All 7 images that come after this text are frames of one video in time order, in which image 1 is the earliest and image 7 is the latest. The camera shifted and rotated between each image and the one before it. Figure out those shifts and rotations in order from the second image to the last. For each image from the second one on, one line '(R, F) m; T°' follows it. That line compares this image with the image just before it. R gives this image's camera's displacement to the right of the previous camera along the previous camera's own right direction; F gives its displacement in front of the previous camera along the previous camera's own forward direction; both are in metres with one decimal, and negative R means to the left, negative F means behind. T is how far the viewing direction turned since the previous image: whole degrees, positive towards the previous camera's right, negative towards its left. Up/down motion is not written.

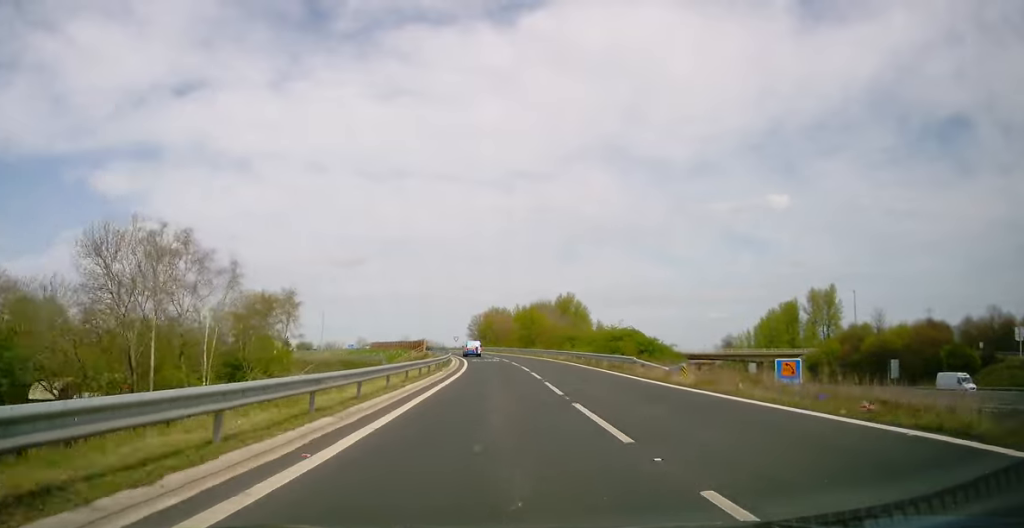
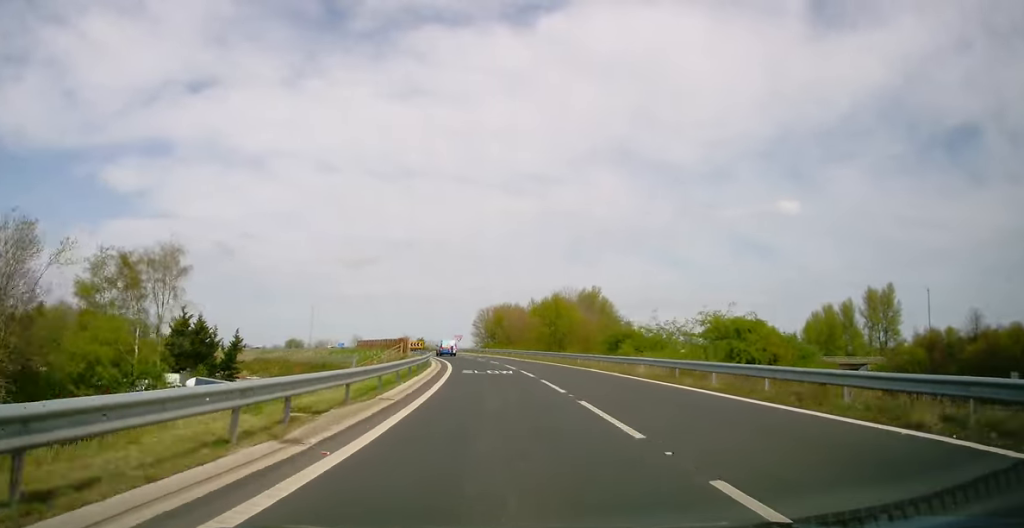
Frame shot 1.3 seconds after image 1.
(-0.1, +27.6) m; -1°
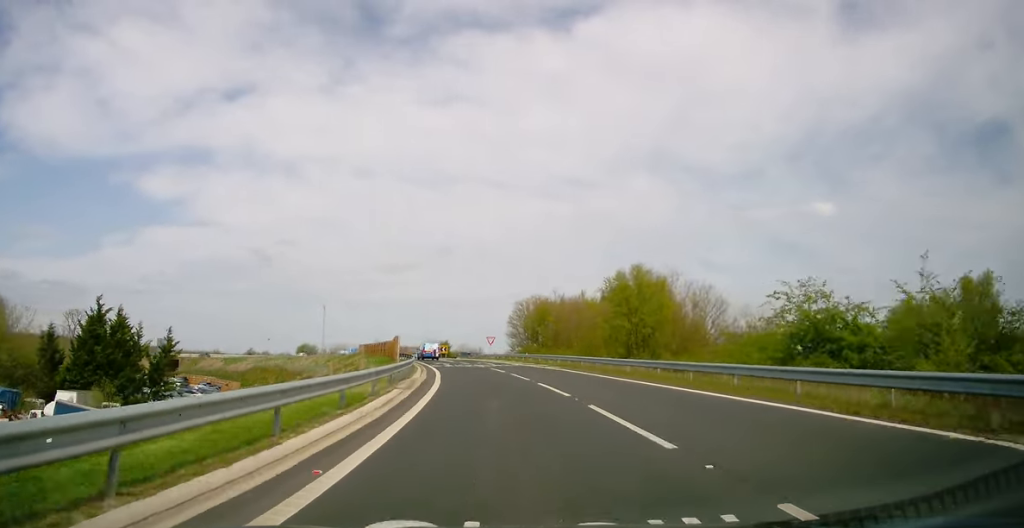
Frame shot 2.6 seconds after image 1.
(-0.9, +28.7) m; -4°
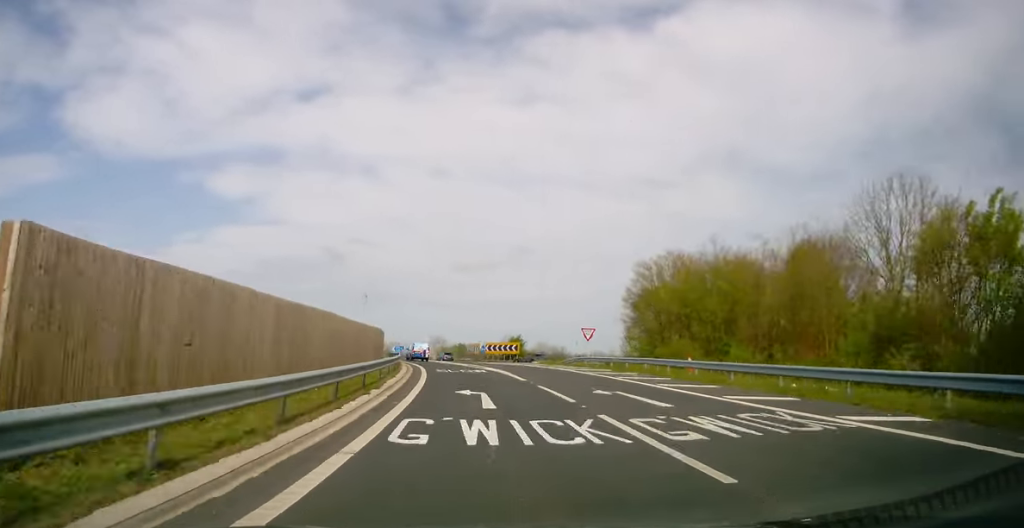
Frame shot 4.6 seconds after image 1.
(-2.6, +38.9) m; -7°
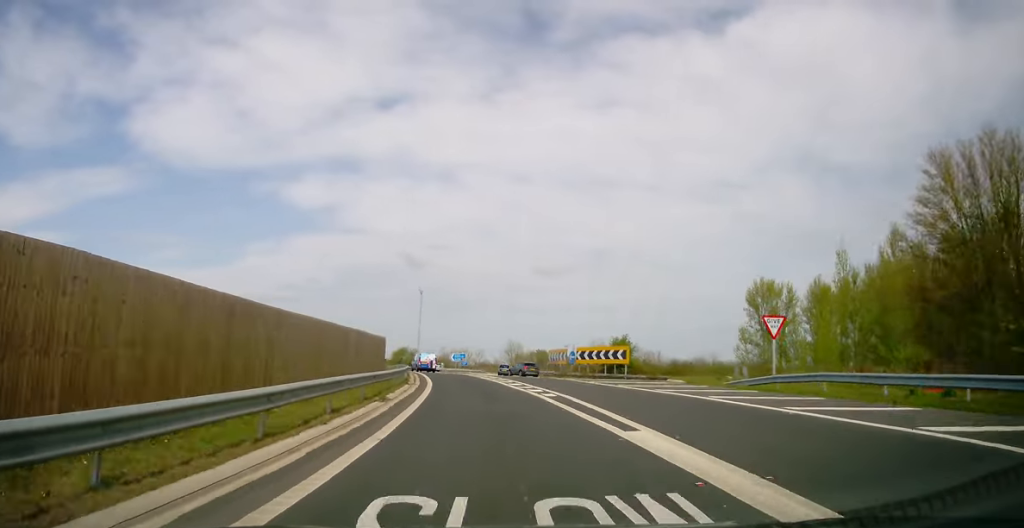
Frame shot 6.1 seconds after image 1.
(-1.1, +29.3) m; -6°
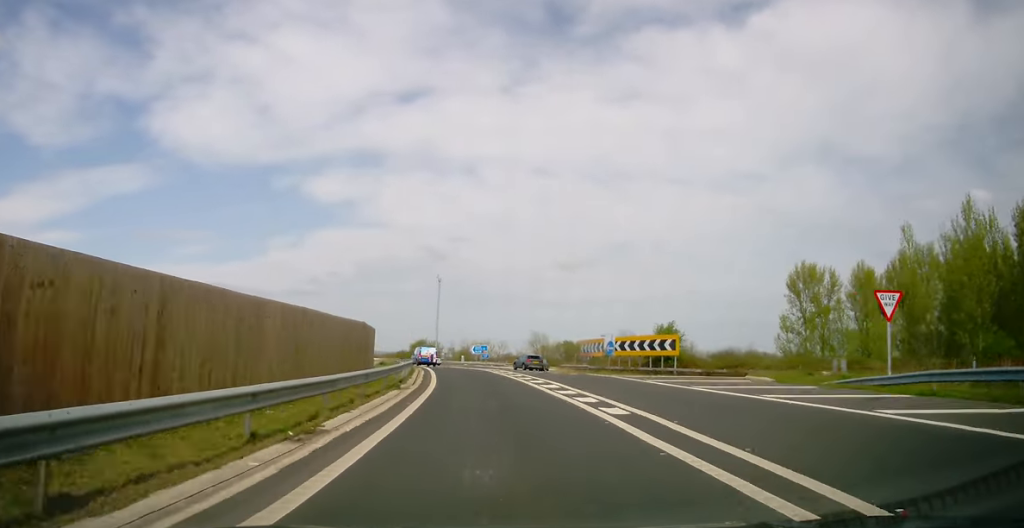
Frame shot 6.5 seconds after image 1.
(-0.5, +9.2) m; -2°
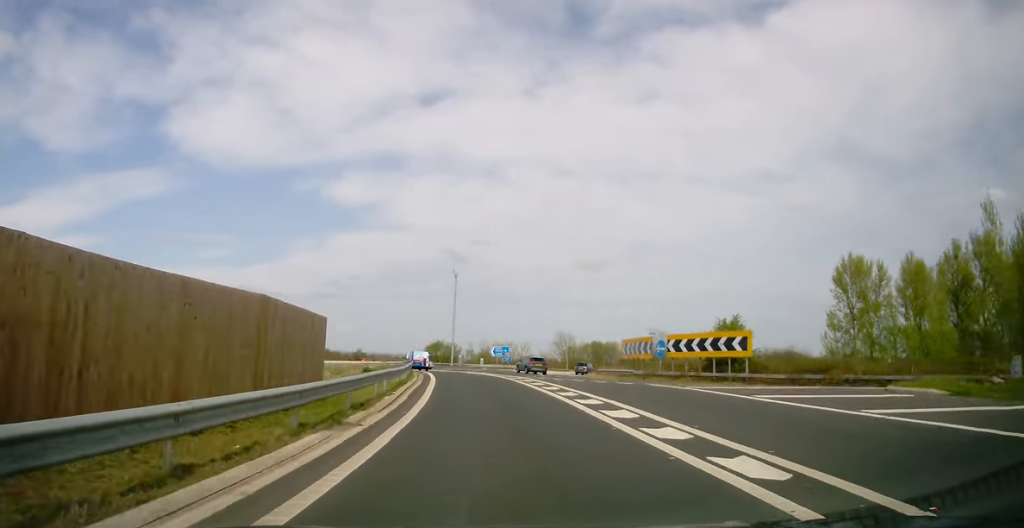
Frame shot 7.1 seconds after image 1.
(-0.2, +10.5) m; -2°
